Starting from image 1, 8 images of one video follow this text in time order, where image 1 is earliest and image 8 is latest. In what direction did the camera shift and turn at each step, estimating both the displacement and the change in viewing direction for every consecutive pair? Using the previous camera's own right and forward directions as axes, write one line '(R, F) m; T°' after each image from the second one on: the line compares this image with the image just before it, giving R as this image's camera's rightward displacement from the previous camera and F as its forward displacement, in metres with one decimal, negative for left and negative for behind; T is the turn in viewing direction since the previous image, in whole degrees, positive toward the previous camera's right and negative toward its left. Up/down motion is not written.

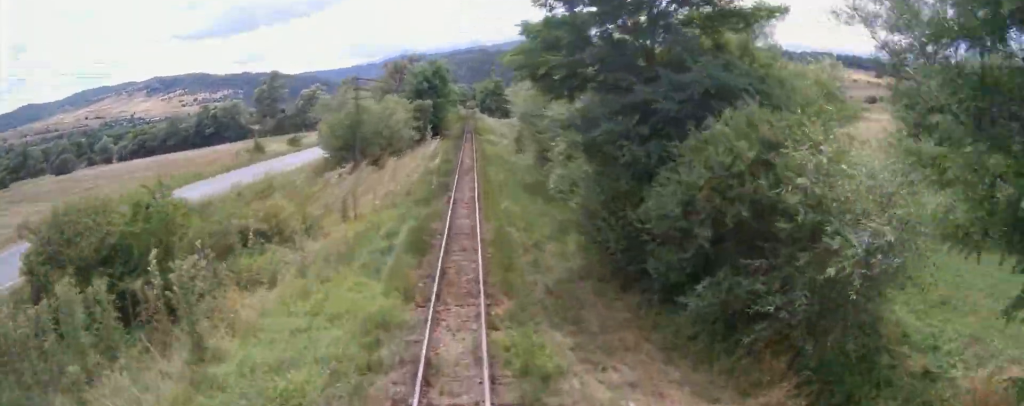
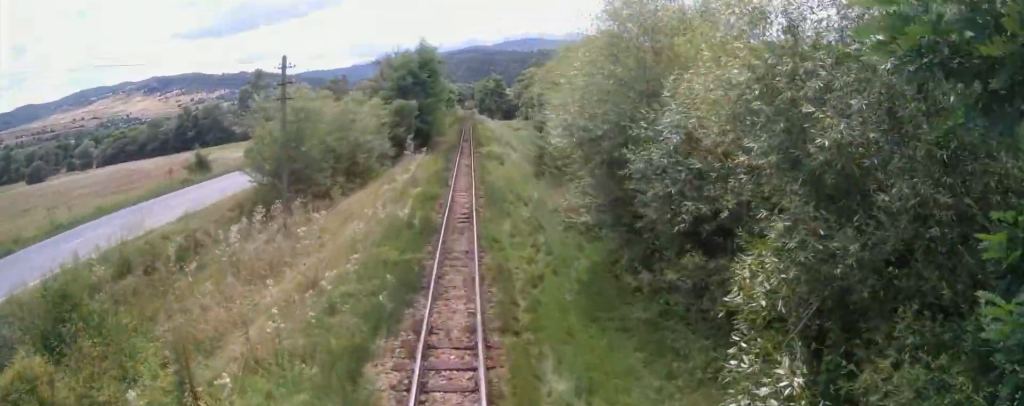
(+1.3, +12.1) m; -1°
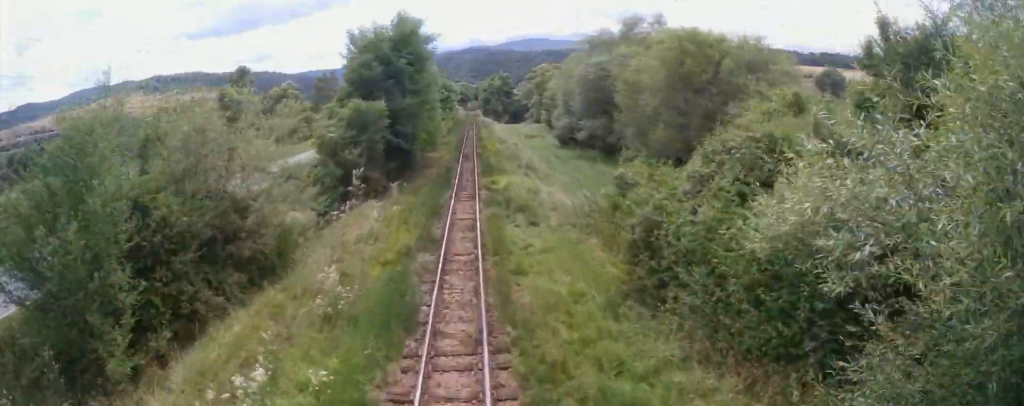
(-1.3, +15.6) m; -2°
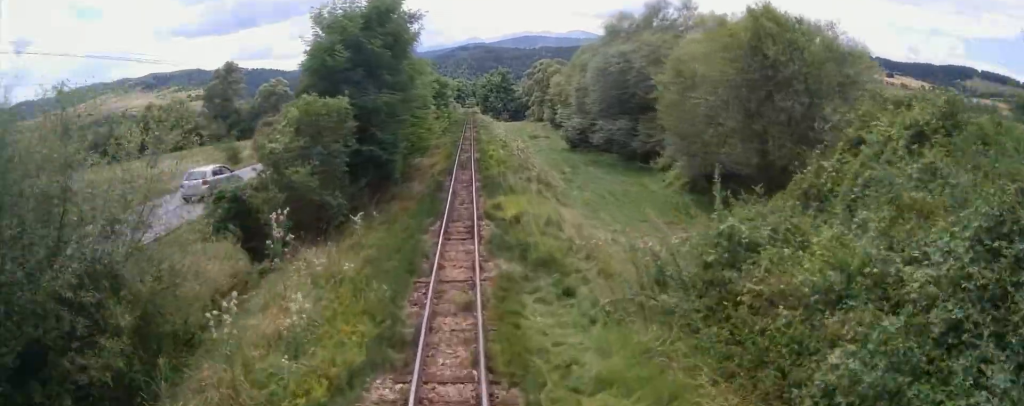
(+0.2, +6.7) m; +2°
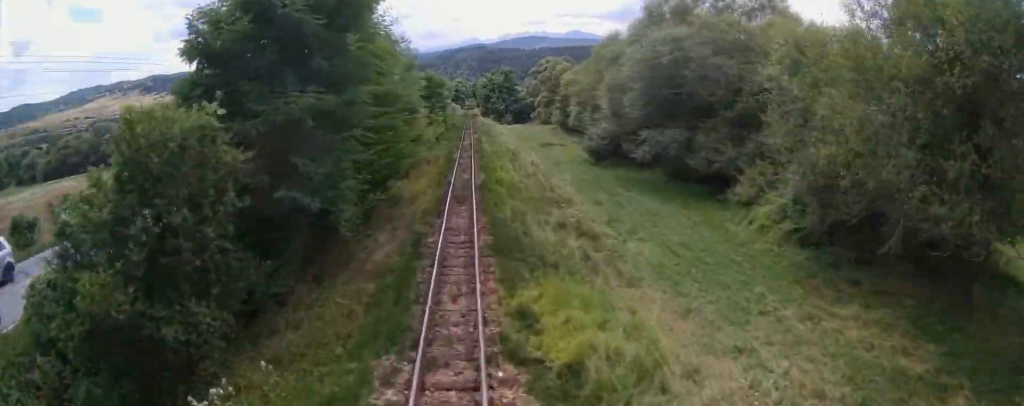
(0.0, +9.5) m; 0°
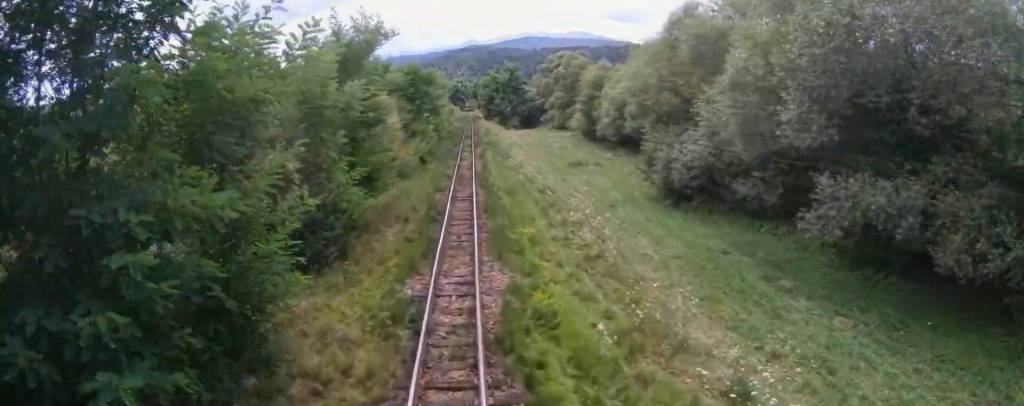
(0.0, +14.7) m; -1°
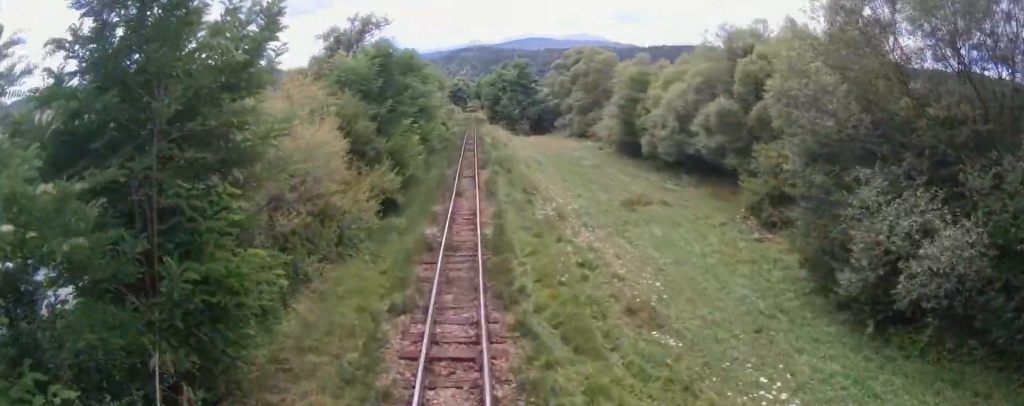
(-0.3, +13.3) m; -2°
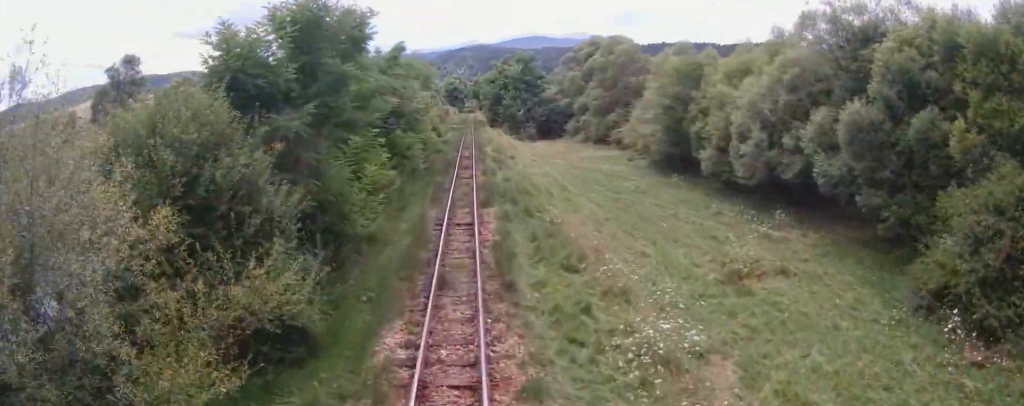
(0.0, +10.7) m; 0°
